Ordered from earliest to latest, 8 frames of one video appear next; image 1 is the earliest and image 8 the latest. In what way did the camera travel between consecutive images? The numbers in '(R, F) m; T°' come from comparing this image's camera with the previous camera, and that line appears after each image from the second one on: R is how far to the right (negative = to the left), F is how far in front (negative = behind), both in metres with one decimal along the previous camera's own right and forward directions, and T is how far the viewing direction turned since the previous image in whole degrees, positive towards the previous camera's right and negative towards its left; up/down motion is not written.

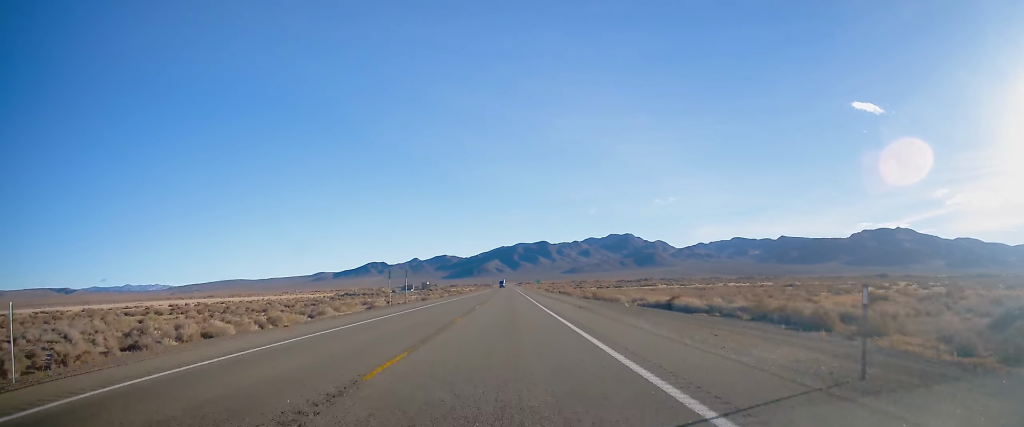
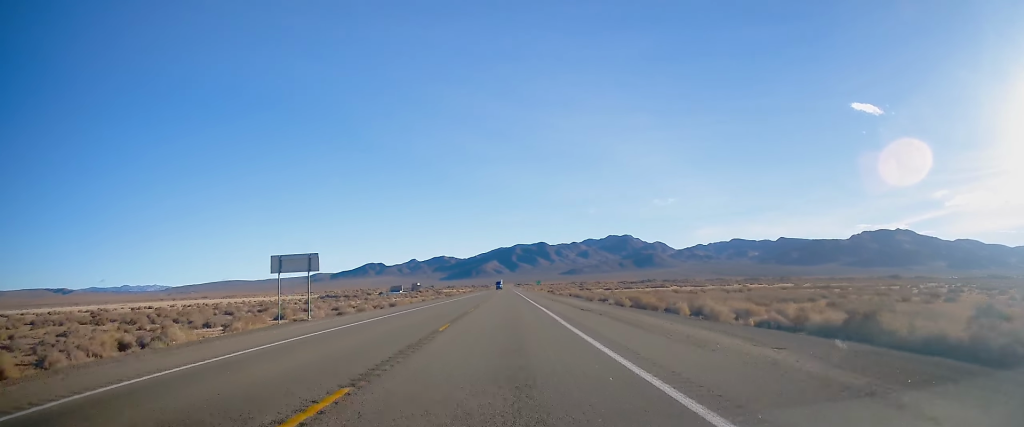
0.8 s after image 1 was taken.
(0.0, +28.0) m; 0°
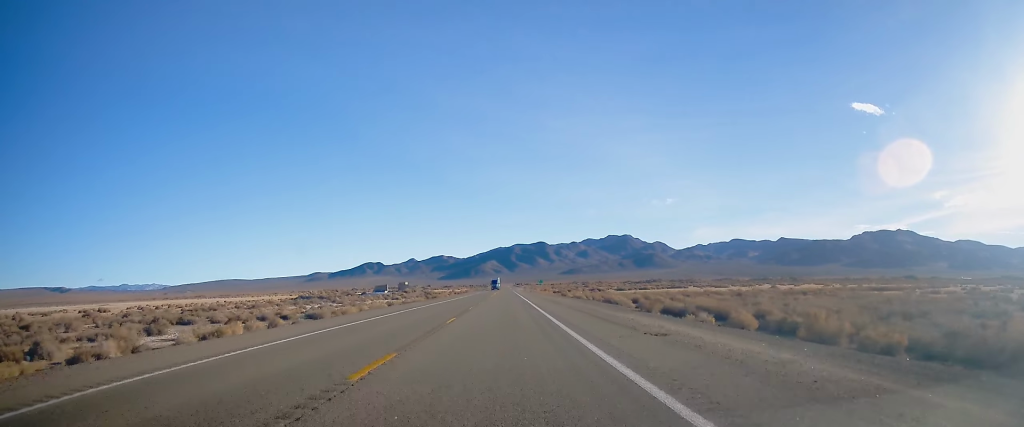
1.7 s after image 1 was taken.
(0.0, +32.7) m; -1°
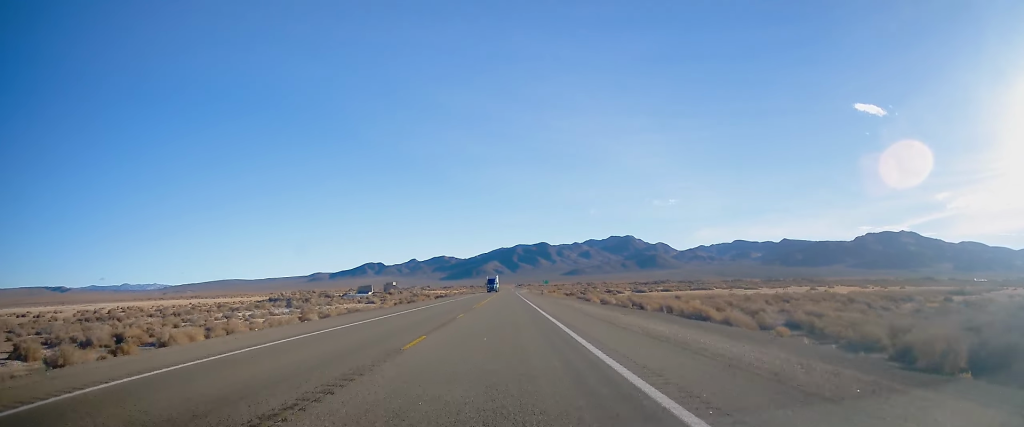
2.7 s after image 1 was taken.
(-0.3, +32.8) m; 0°
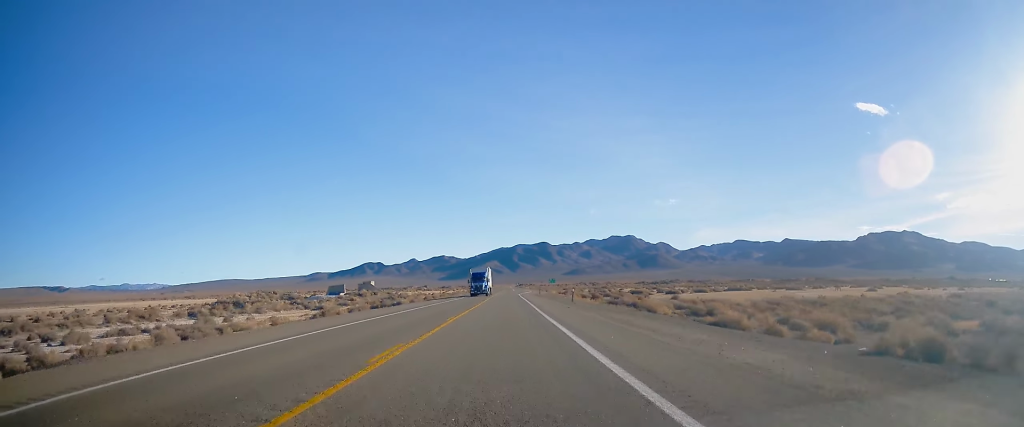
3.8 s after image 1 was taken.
(+0.1, +38.5) m; 0°
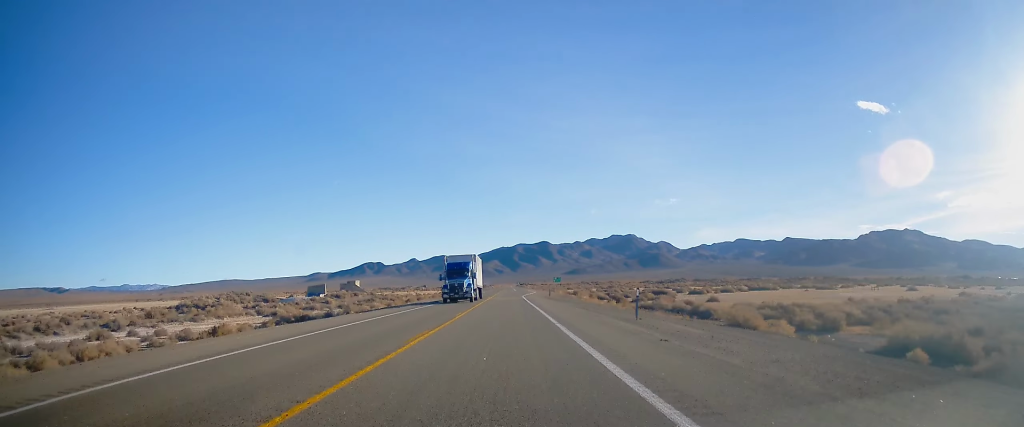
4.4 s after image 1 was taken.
(-0.1, +21.0) m; 0°
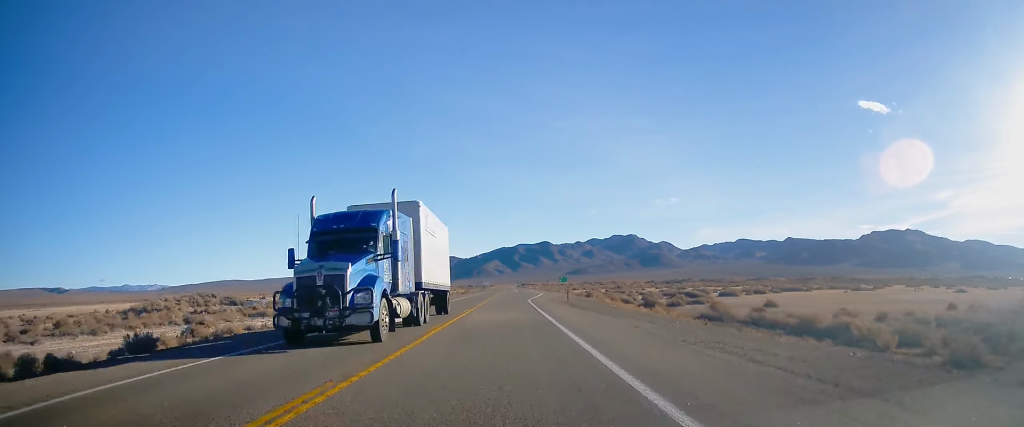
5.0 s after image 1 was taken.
(-0.1, +21.1) m; 0°
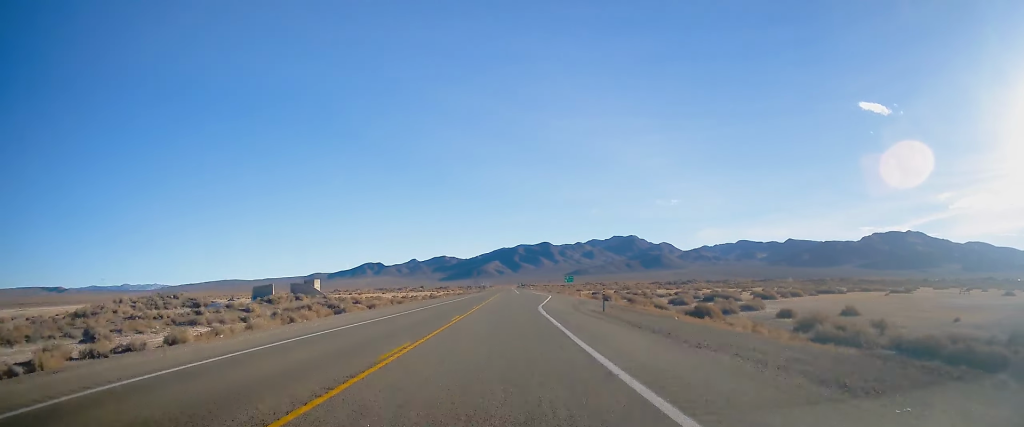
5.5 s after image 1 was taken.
(+0.2, +18.8) m; 0°
